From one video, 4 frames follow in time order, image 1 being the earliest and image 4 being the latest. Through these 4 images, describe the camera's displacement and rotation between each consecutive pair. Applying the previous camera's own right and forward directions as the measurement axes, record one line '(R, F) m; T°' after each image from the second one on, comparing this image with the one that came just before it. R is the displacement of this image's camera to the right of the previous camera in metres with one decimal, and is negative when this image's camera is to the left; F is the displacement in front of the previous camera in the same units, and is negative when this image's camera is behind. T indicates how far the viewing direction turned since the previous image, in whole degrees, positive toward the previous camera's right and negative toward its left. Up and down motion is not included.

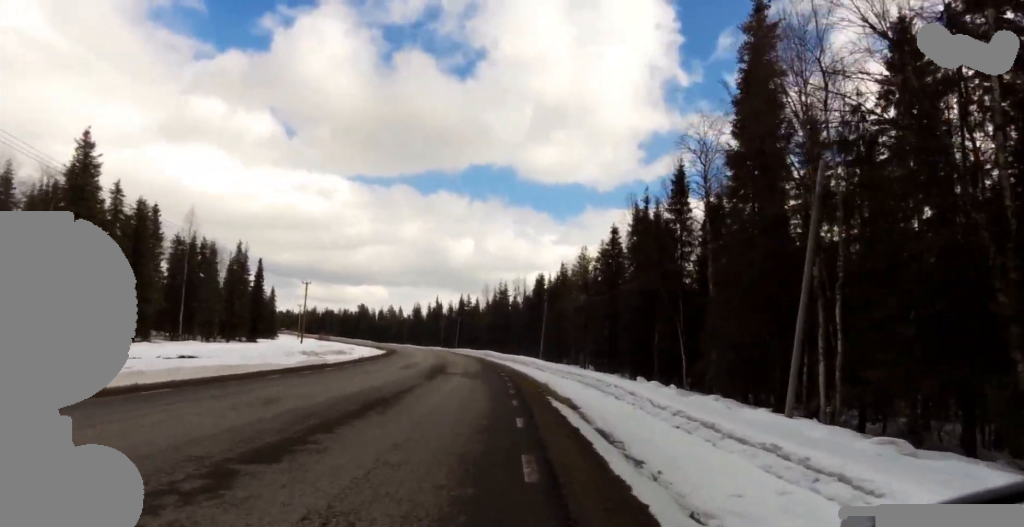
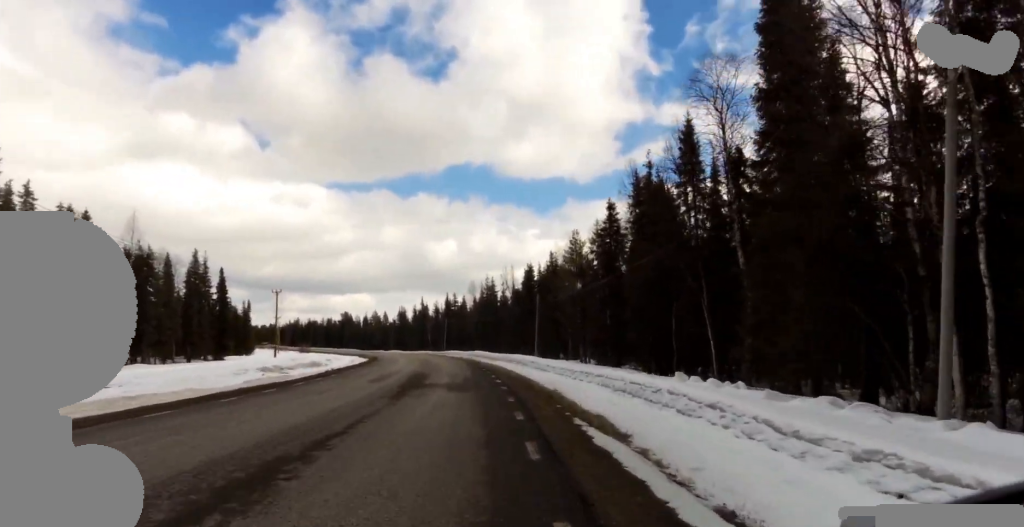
(+1.0, +5.3) m; +1°
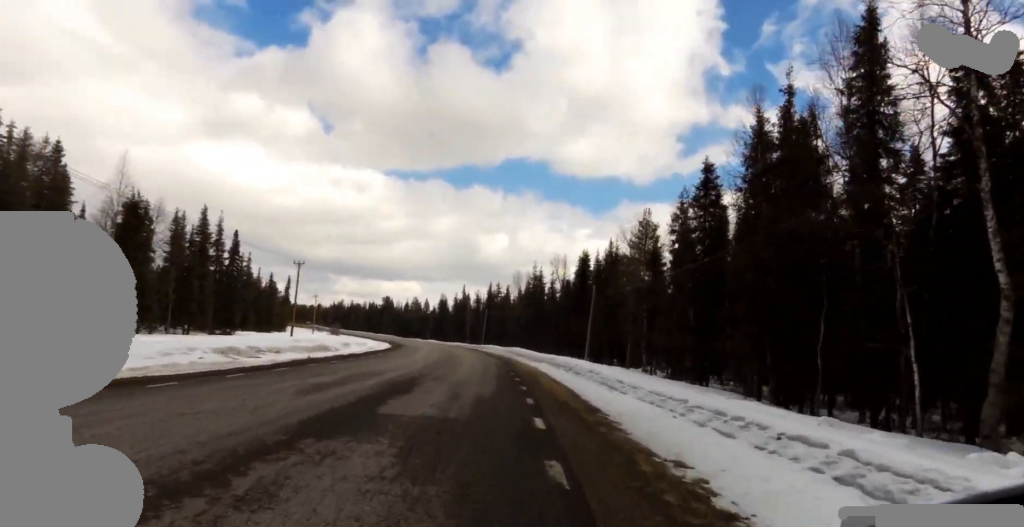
(-1.5, +10.2) m; -9°
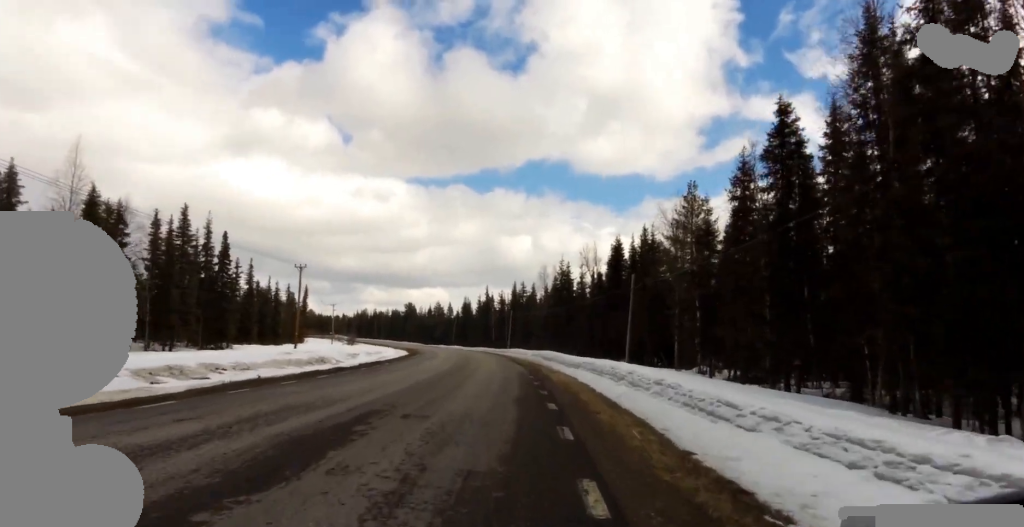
(0.0, +6.7) m; +6°
